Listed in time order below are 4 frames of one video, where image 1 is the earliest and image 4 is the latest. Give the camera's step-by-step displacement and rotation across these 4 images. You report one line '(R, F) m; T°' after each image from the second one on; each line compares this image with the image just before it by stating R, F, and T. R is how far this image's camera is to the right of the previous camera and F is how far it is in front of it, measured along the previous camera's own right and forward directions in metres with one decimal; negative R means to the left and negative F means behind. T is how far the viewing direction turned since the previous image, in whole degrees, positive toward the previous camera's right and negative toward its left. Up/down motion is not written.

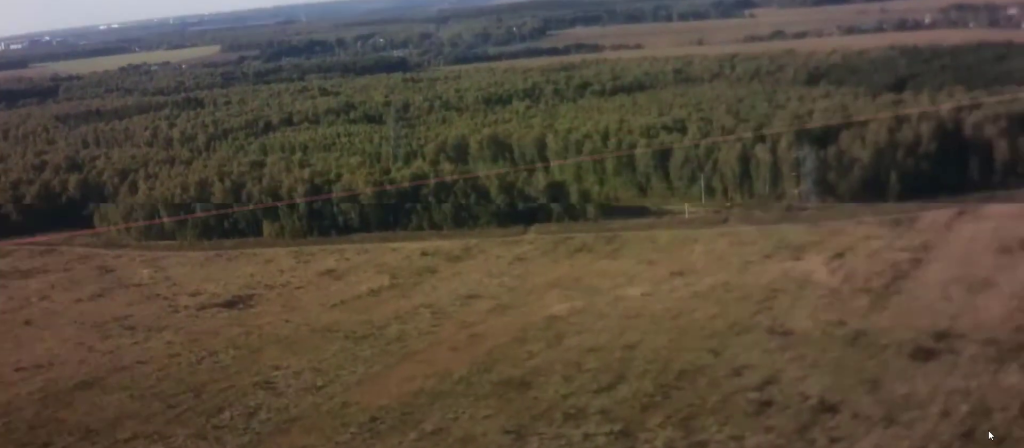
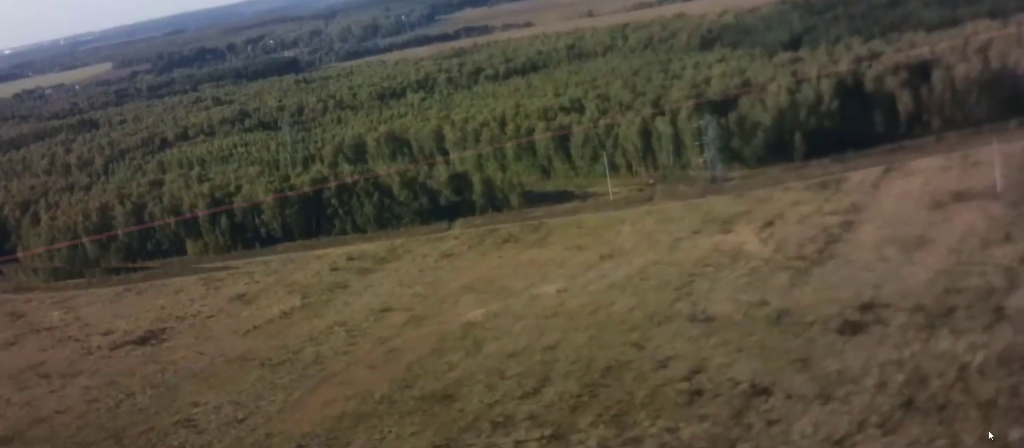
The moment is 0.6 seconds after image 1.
(+0.1, +8.5) m; +3°
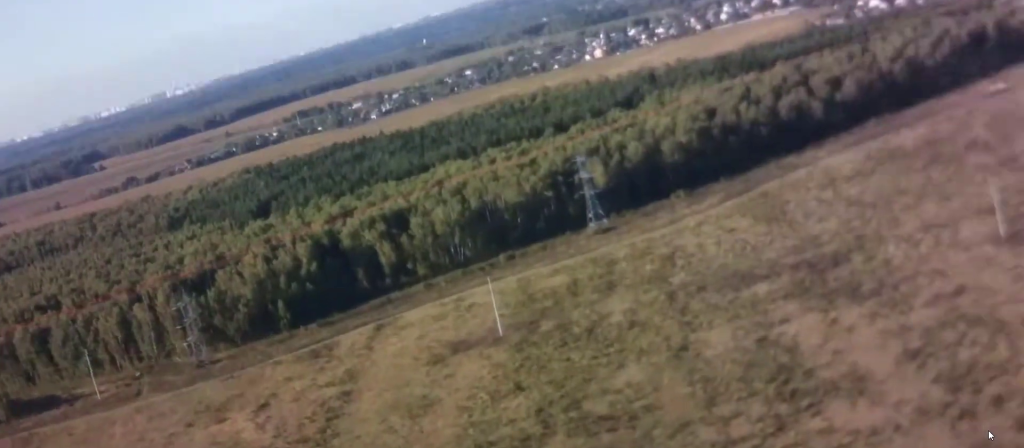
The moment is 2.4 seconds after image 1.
(+1.8, +26.2) m; +13°
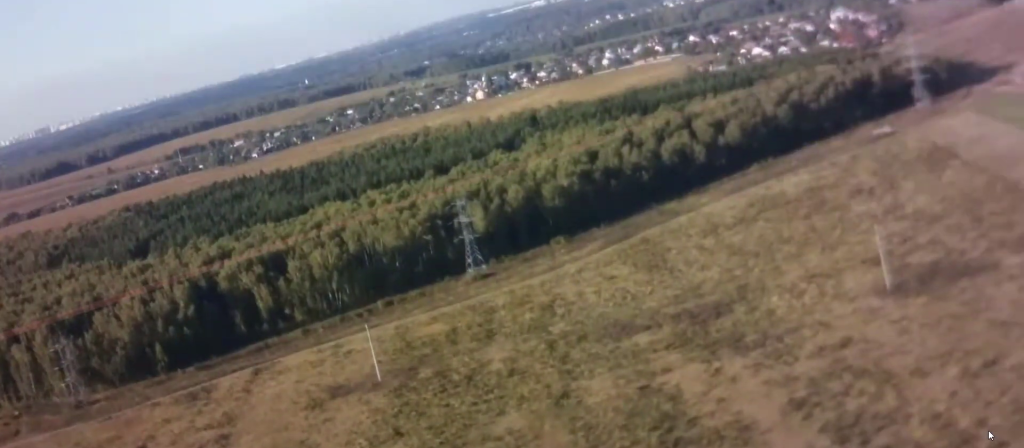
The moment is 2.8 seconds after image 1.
(+0.3, +6.5) m; +5°
